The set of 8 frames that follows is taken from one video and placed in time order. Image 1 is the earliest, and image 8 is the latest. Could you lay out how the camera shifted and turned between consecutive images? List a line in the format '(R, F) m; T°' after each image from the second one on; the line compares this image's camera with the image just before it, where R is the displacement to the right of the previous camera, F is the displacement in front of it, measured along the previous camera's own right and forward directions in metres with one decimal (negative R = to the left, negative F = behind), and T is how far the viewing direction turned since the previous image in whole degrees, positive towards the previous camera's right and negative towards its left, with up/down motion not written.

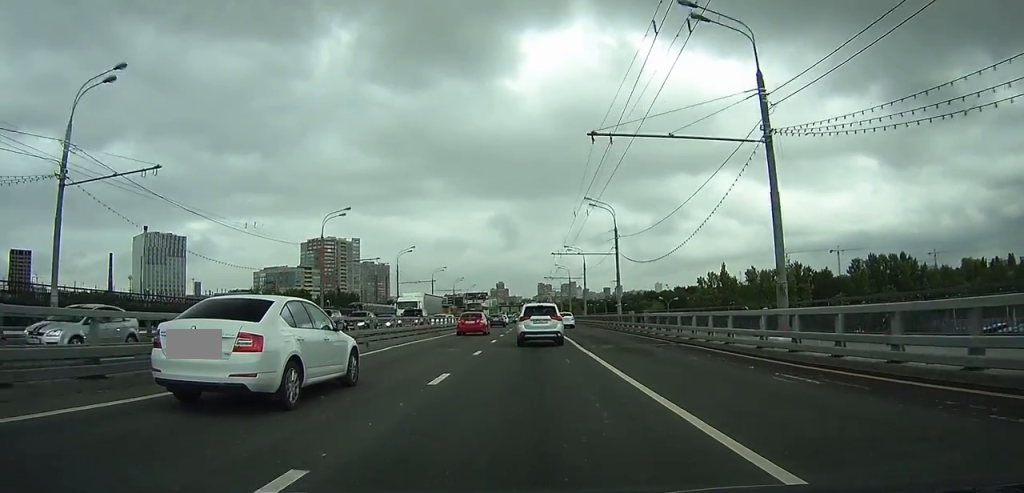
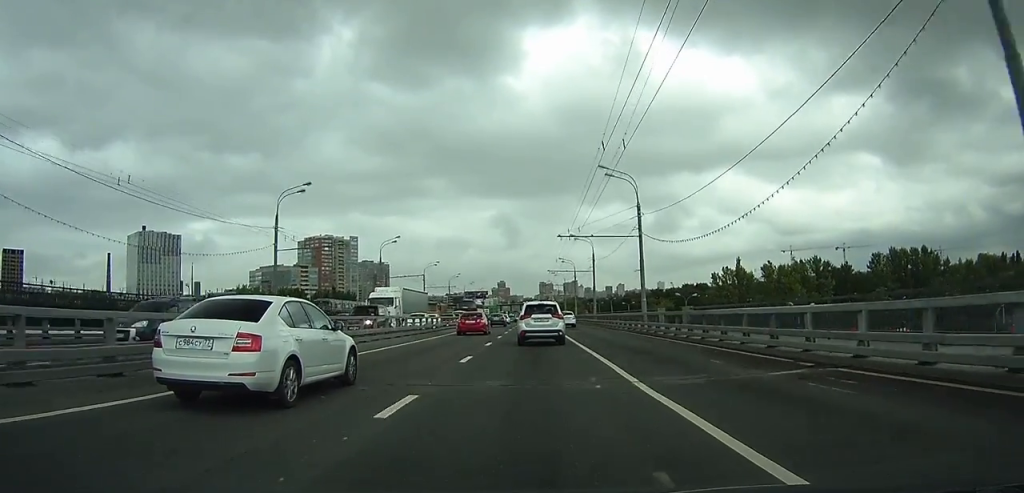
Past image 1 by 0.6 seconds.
(0.0, +11.4) m; 0°
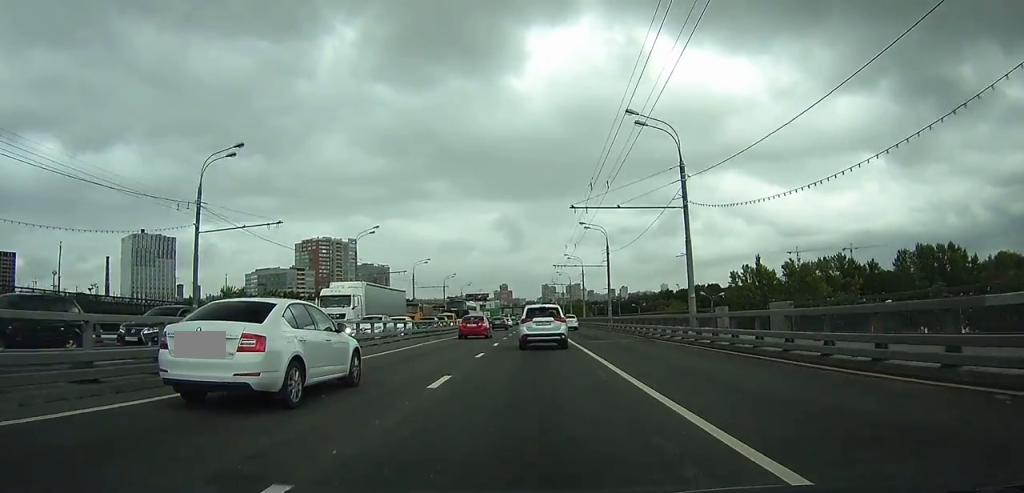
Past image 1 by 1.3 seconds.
(-0.1, +12.7) m; 0°
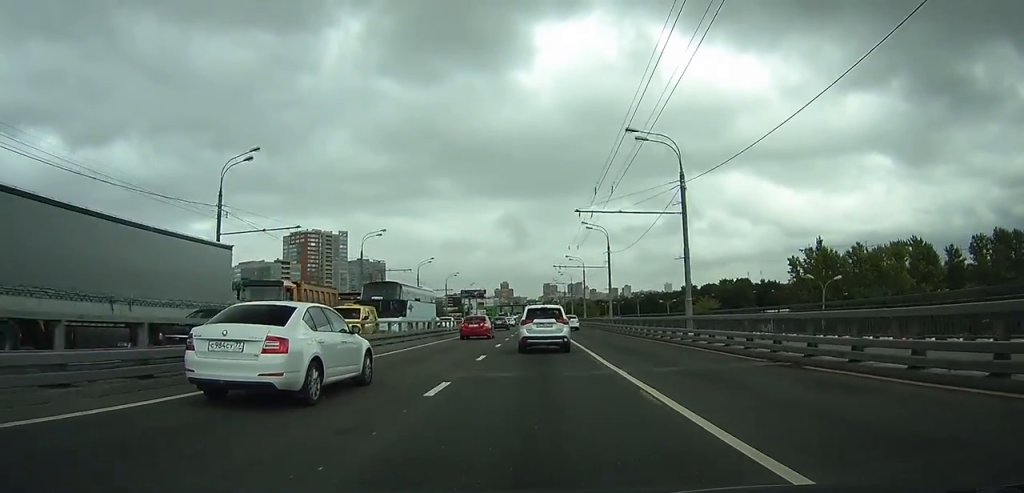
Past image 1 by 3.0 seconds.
(0.0, +32.7) m; 0°
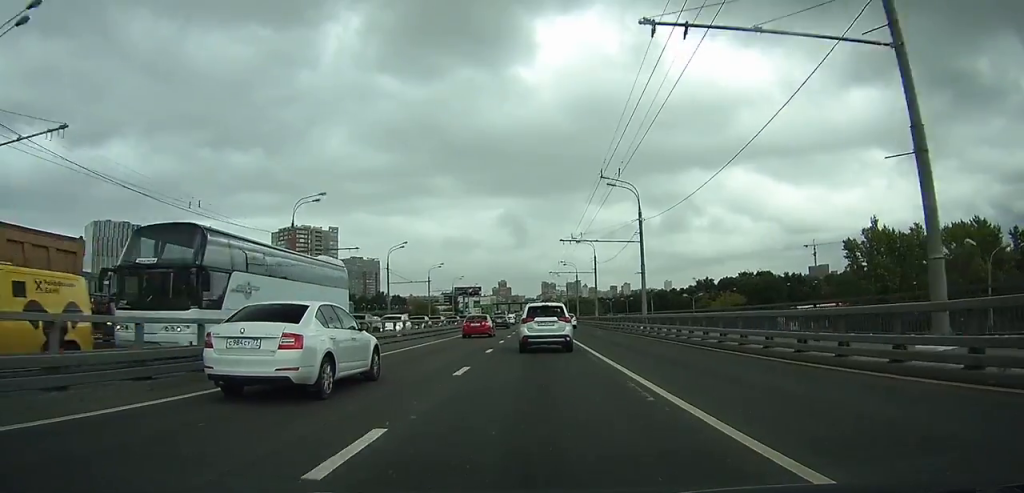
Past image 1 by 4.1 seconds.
(+0.1, +21.1) m; 0°
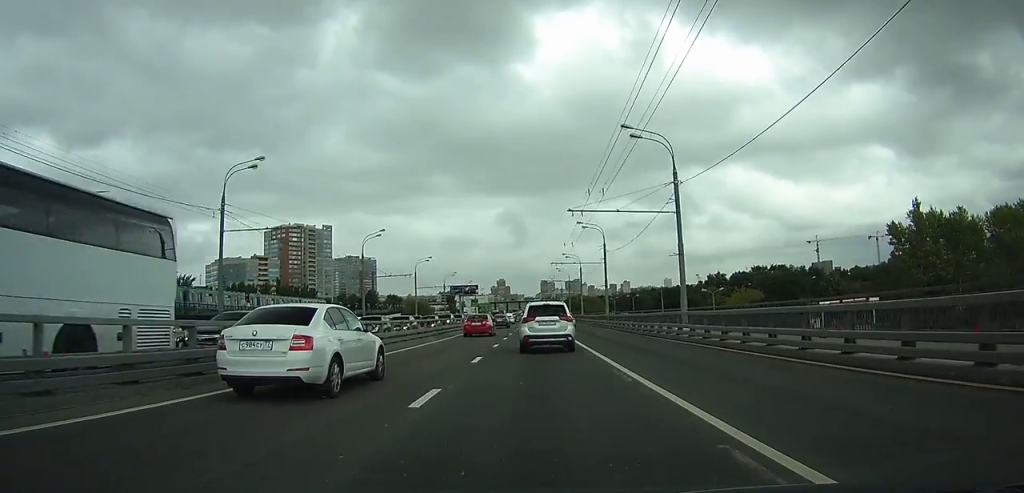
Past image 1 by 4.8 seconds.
(0.0, +12.3) m; 0°
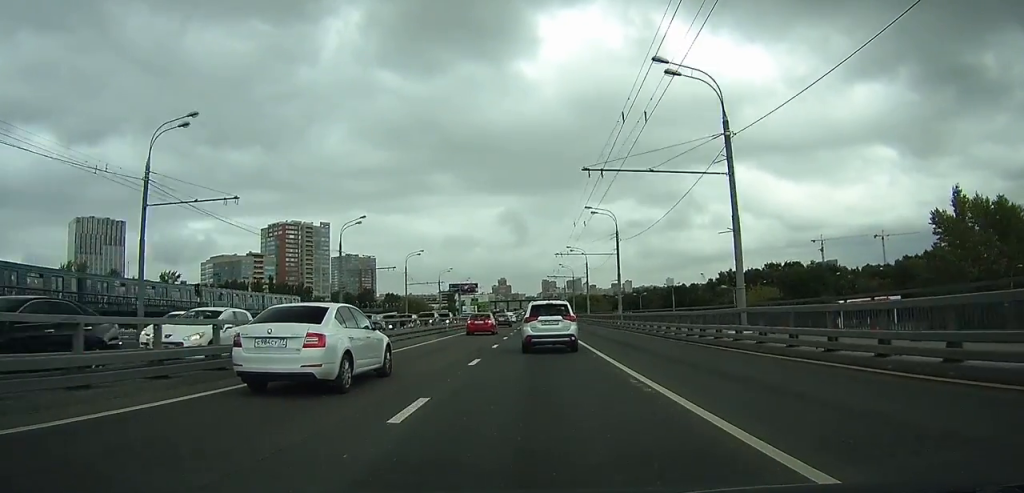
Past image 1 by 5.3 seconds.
(0.0, +9.2) m; 0°
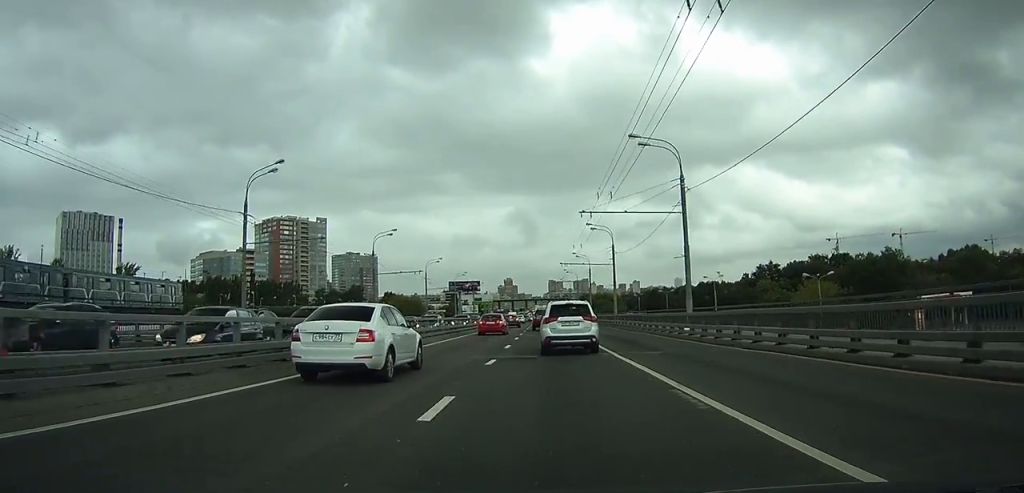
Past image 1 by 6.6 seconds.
(-0.1, +23.7) m; 0°
